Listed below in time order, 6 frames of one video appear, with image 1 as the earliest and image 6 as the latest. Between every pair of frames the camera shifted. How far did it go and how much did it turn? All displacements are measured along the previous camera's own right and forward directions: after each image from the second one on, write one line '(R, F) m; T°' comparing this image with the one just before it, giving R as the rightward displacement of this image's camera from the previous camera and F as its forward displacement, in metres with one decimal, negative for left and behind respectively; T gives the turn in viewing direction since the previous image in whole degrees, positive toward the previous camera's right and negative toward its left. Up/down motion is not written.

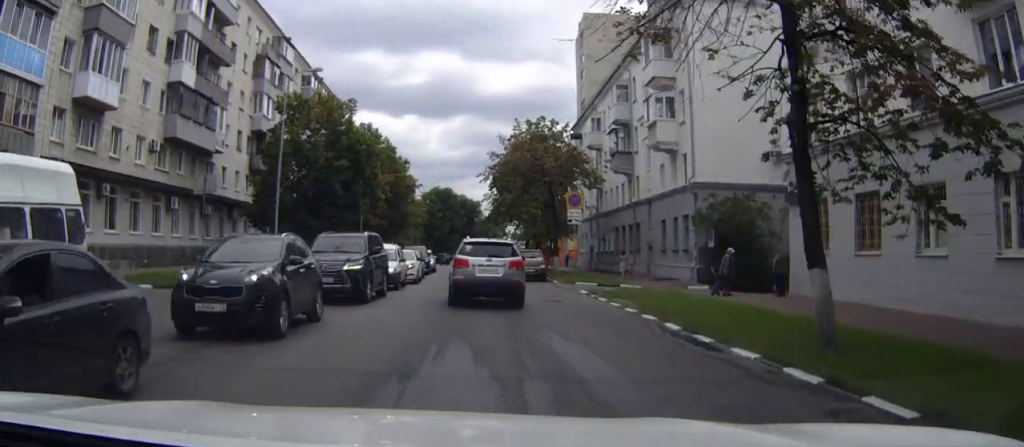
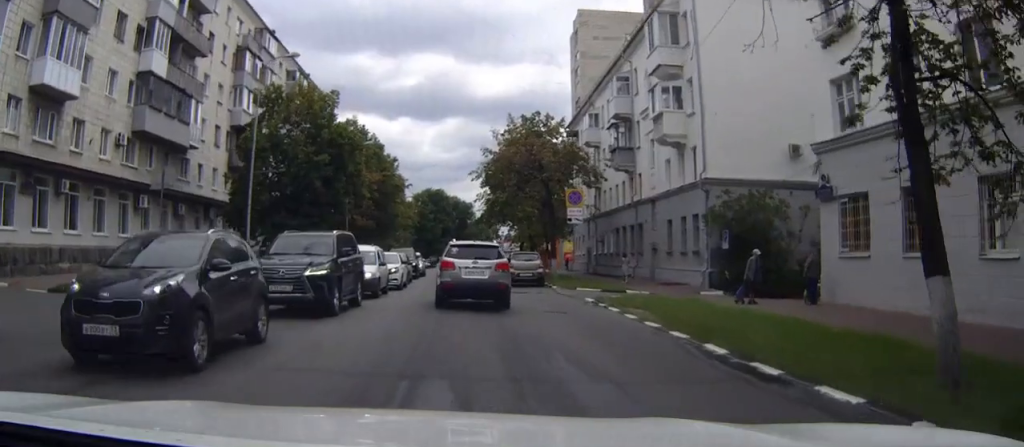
(+0.1, +2.9) m; 0°
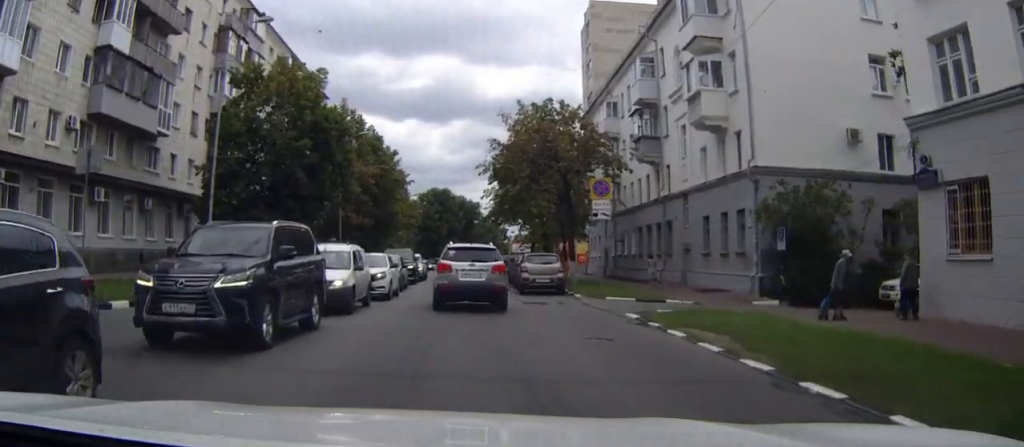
(-0.1, +5.4) m; +1°
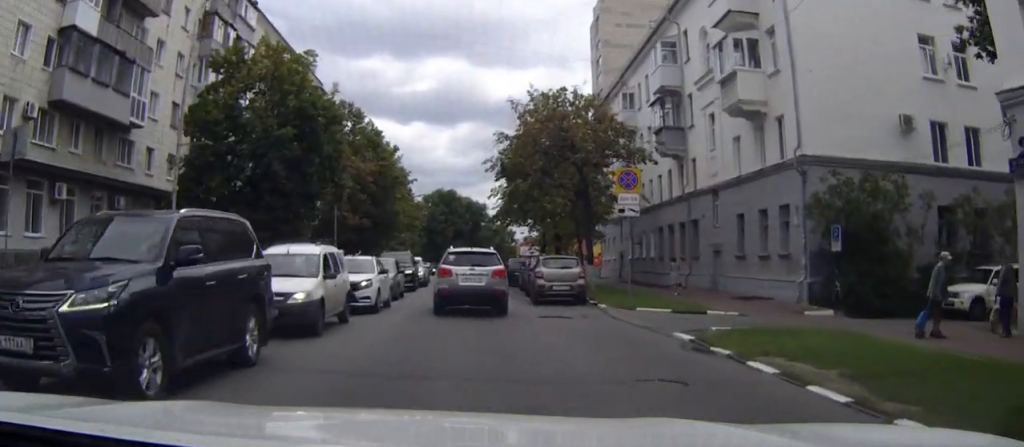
(+0.1, +3.9) m; +2°
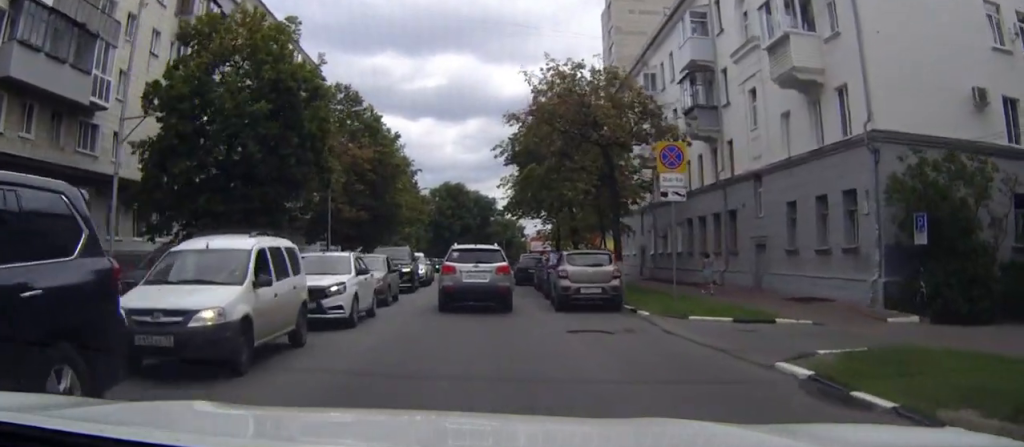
(0.0, +4.5) m; +4°
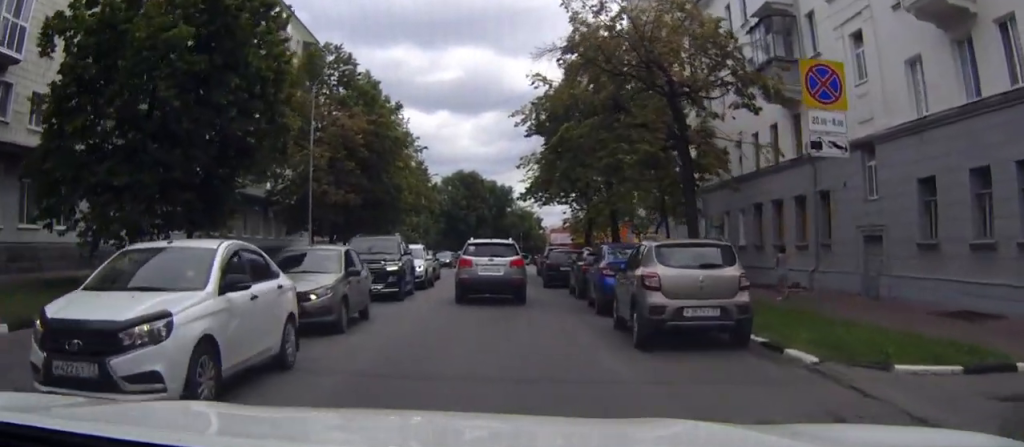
(+0.6, +8.6) m; 0°
